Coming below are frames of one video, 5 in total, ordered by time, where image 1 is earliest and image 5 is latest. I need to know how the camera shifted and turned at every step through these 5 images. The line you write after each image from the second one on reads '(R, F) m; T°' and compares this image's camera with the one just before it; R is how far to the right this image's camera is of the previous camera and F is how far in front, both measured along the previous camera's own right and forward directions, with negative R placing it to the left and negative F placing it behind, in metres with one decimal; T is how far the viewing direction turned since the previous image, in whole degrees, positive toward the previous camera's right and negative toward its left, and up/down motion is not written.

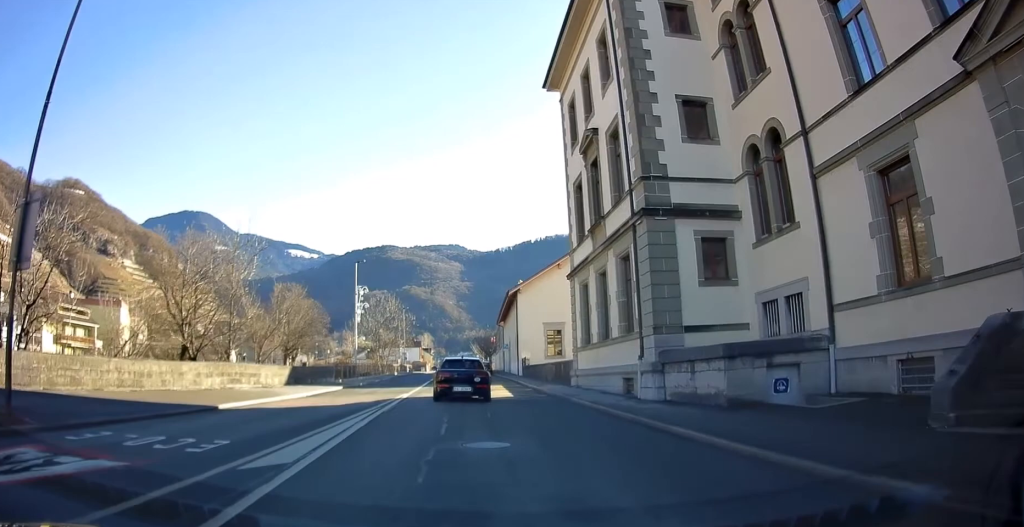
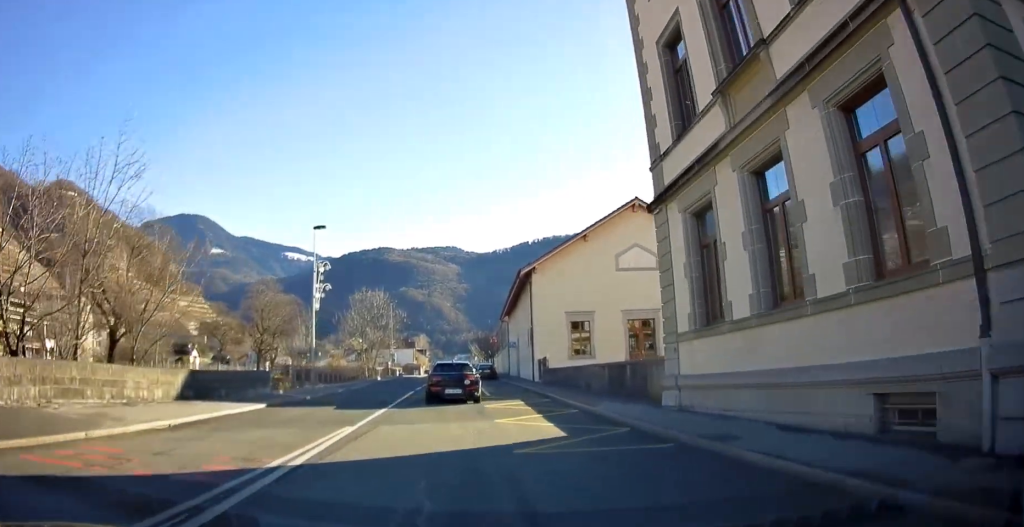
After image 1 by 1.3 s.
(+0.2, +11.8) m; +1°
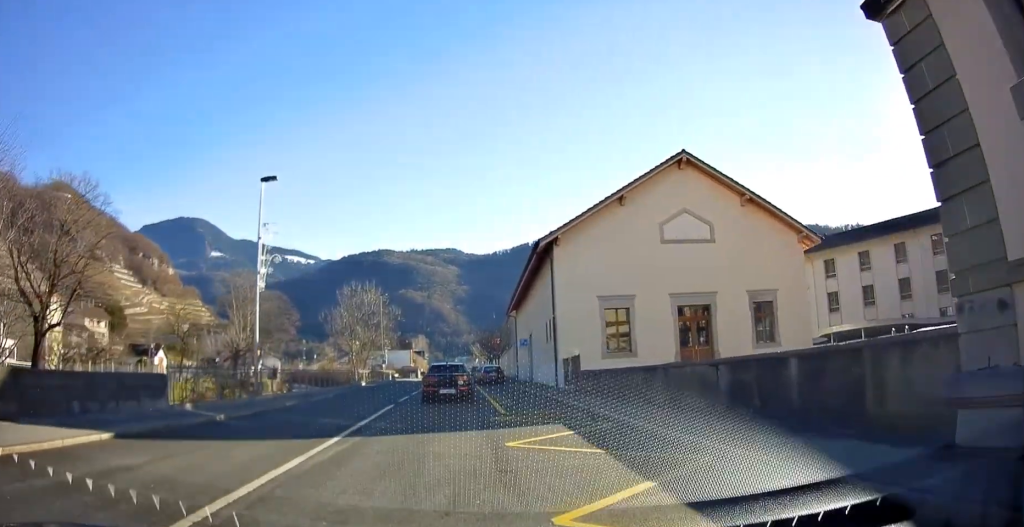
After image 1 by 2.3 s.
(0.0, +9.3) m; +1°
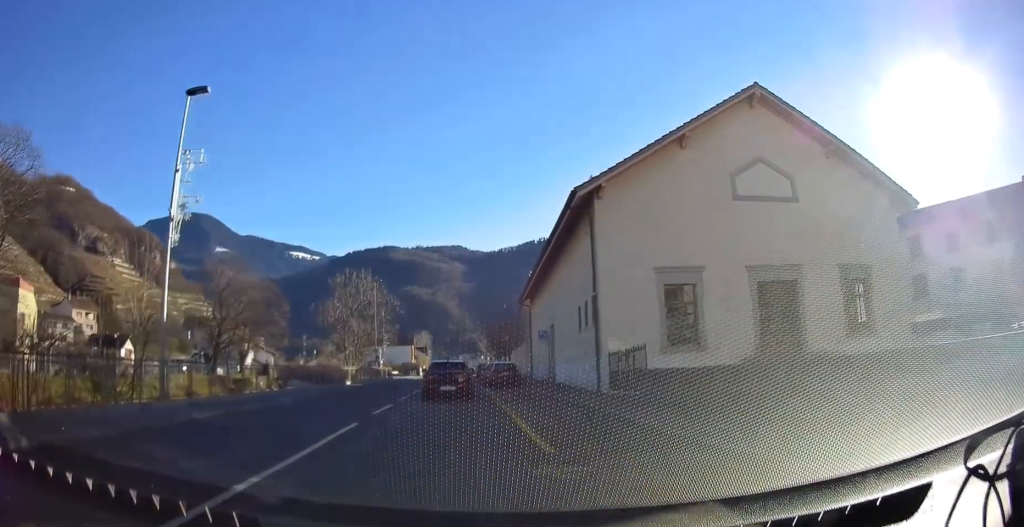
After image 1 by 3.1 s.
(+0.2, +7.8) m; +1°
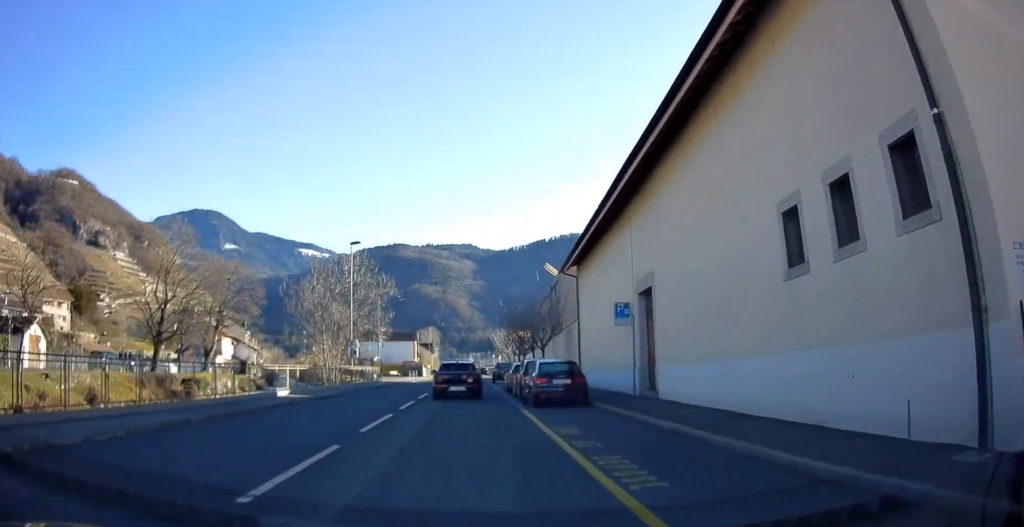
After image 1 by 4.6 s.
(0.0, +15.6) m; -1°
